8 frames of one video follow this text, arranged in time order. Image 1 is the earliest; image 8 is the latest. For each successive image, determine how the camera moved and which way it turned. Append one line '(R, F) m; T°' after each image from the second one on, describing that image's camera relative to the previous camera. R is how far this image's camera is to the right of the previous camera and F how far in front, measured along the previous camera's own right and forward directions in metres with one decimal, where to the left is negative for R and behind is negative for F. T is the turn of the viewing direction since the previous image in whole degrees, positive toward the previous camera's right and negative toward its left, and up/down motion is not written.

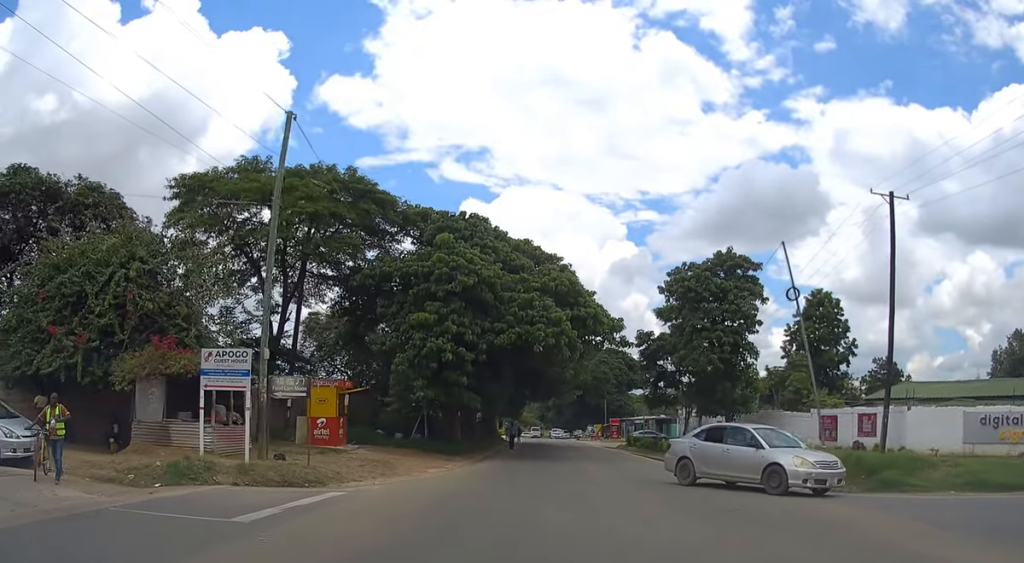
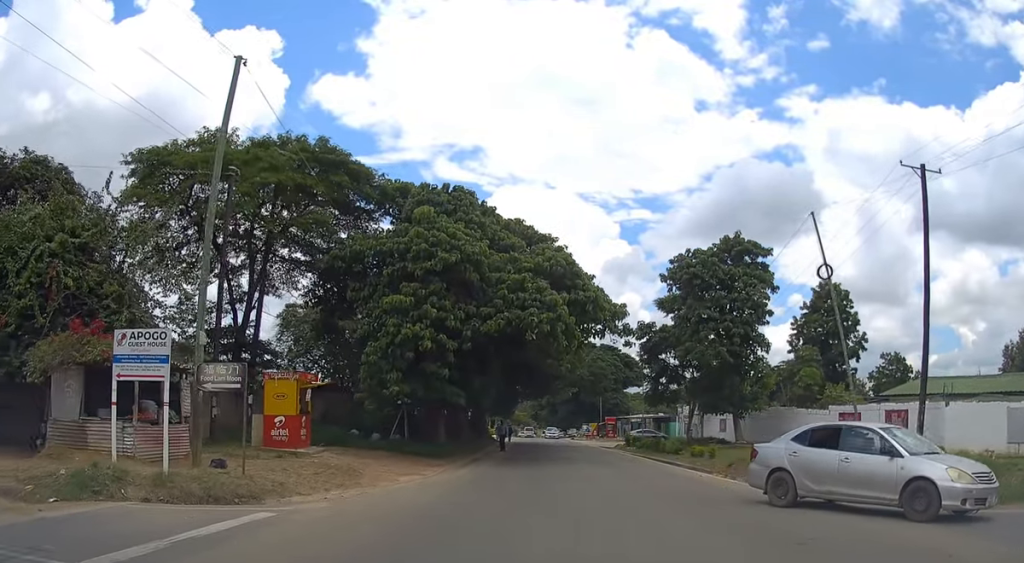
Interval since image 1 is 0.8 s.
(-0.1, +3.1) m; 0°
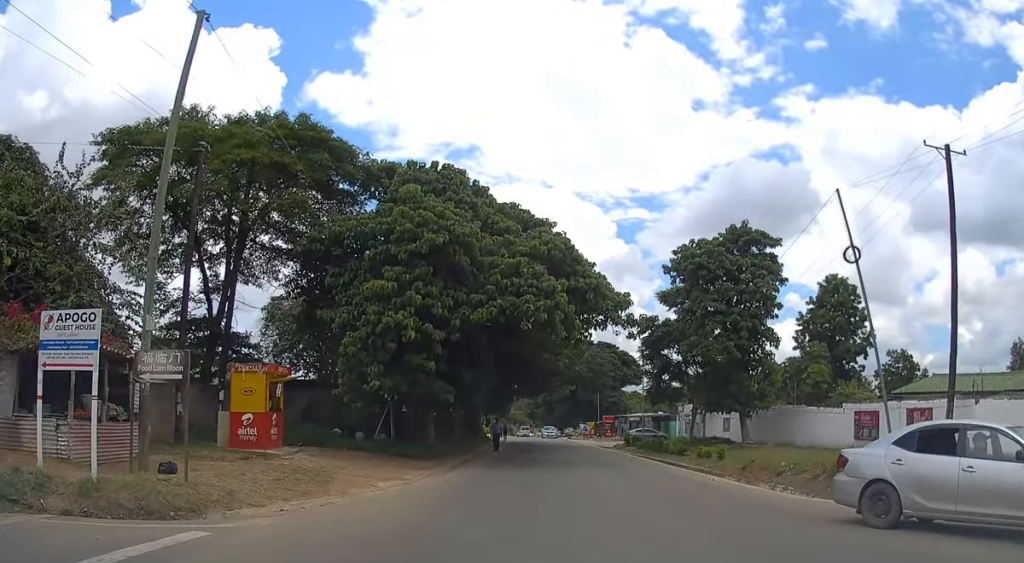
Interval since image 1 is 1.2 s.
(-0.1, +1.8) m; 0°
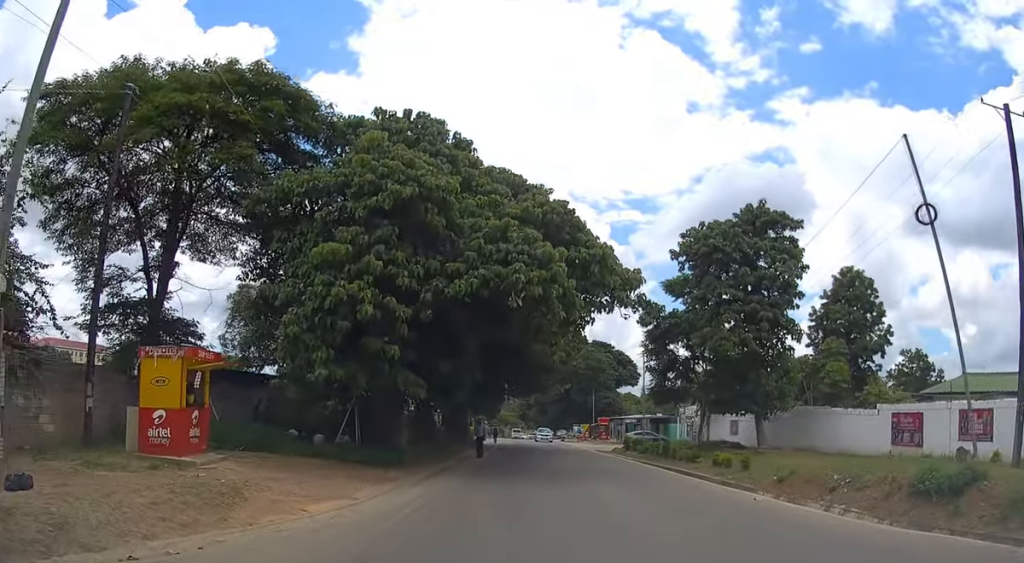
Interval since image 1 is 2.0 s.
(+0.1, +3.9) m; +1°
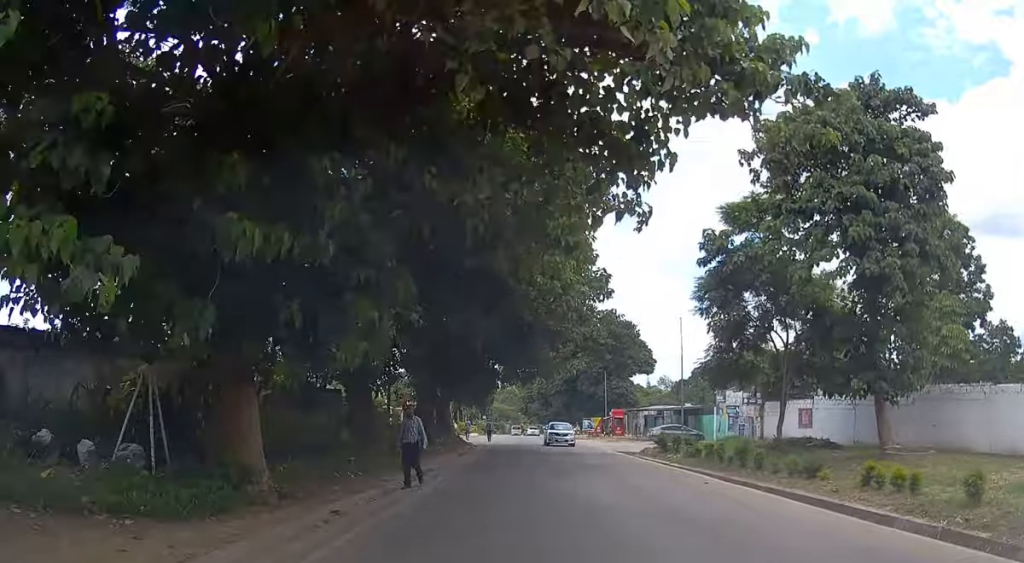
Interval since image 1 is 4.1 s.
(+0.2, +12.0) m; +1°
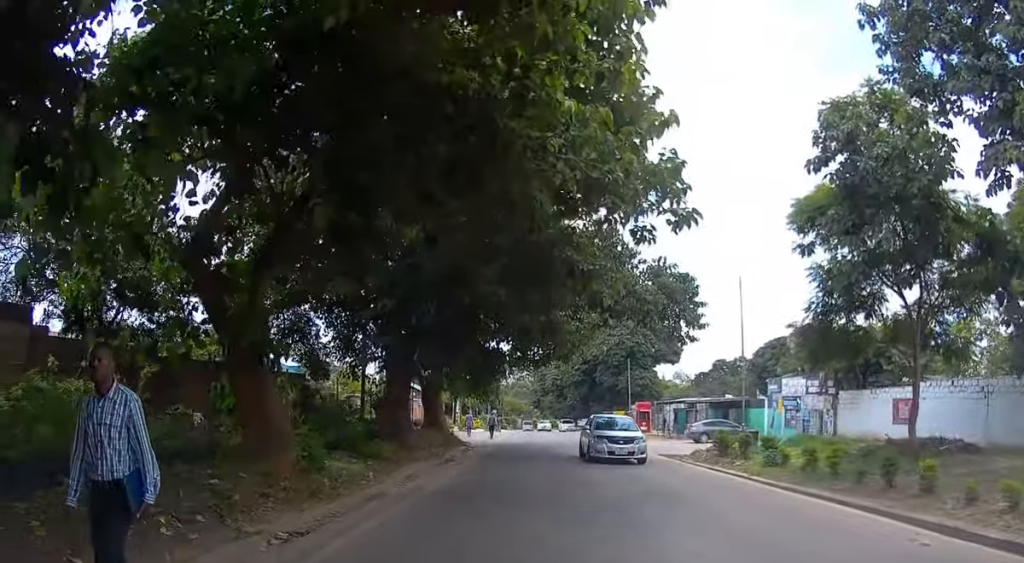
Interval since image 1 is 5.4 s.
(-0.2, +9.0) m; -2°
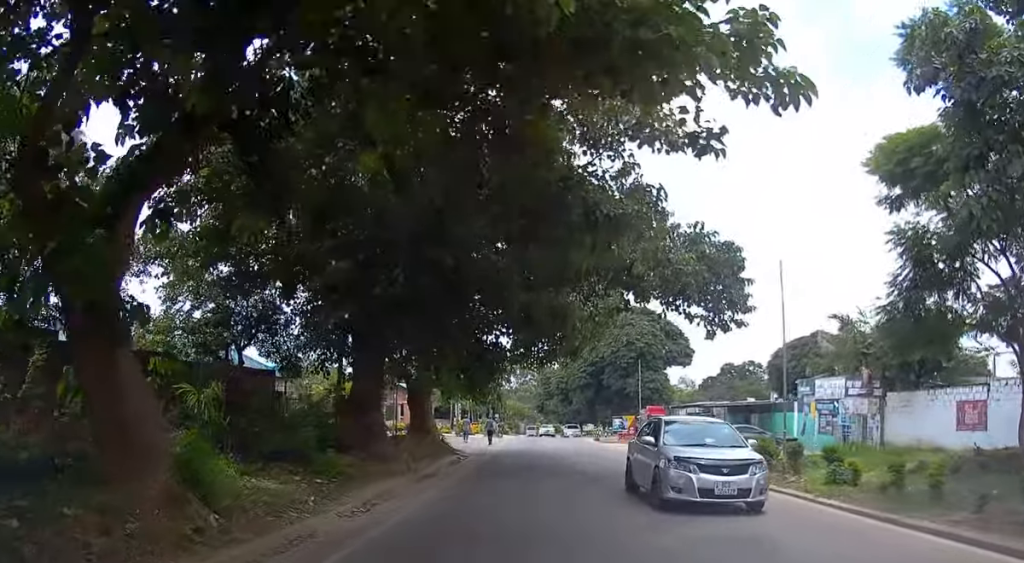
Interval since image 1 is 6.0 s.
(0.0, +4.5) m; -1°
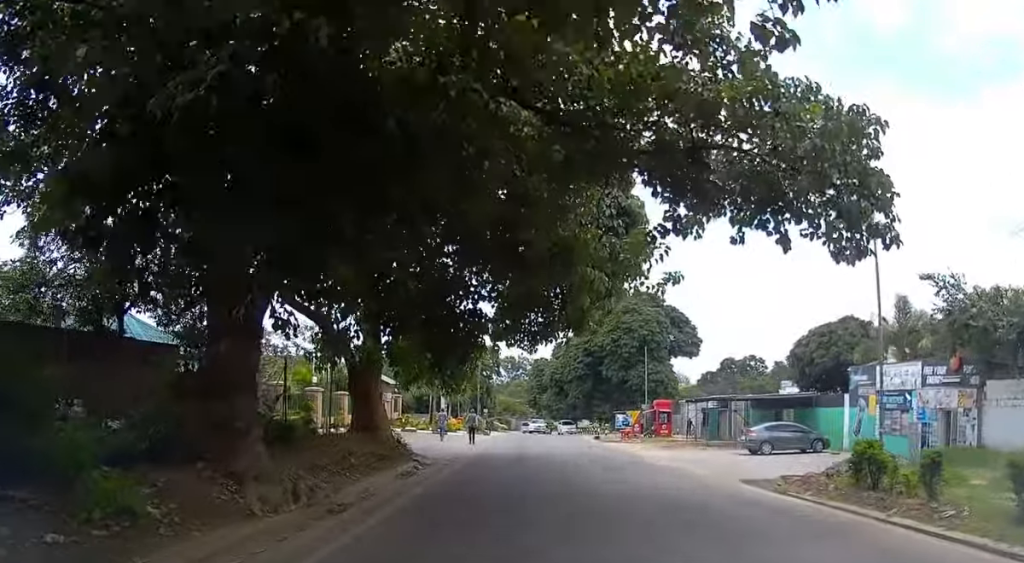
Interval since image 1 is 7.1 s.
(-0.1, +7.8) m; +1°
